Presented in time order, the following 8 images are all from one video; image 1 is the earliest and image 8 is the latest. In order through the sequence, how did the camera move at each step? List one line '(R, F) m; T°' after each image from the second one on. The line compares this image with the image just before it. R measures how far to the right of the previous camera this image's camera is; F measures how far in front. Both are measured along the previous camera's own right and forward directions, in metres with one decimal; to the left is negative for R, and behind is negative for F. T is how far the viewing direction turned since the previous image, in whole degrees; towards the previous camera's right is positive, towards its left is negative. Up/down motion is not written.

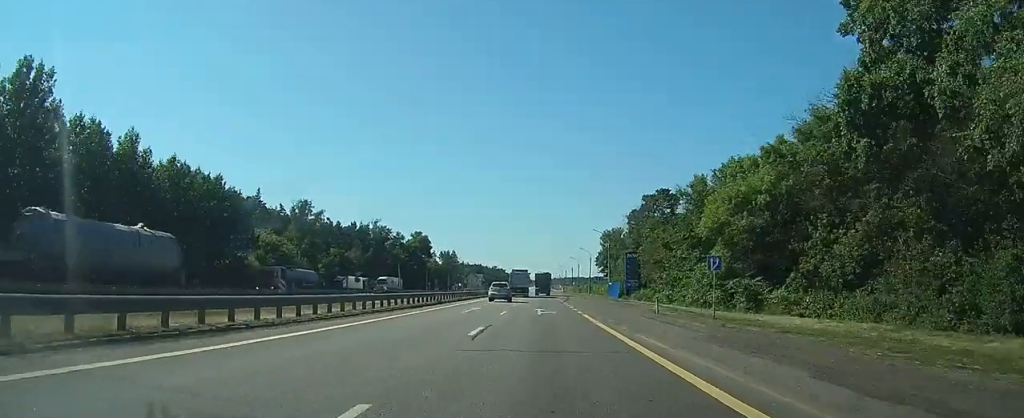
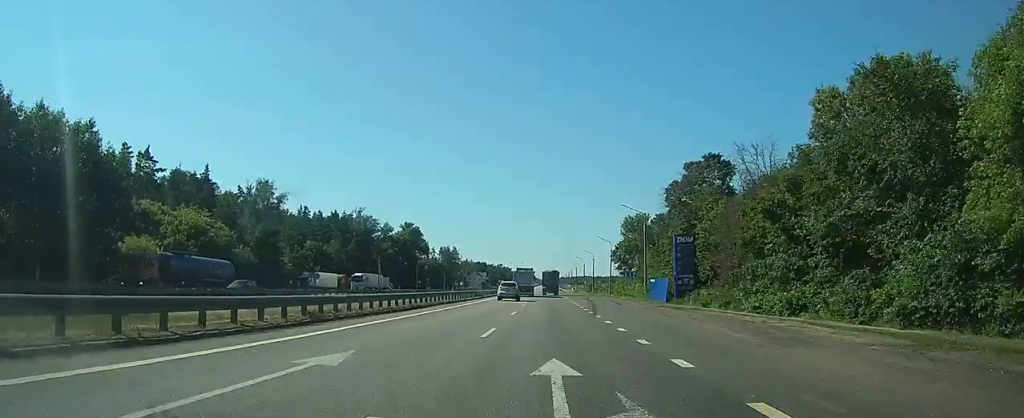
(0.0, +25.0) m; -1°
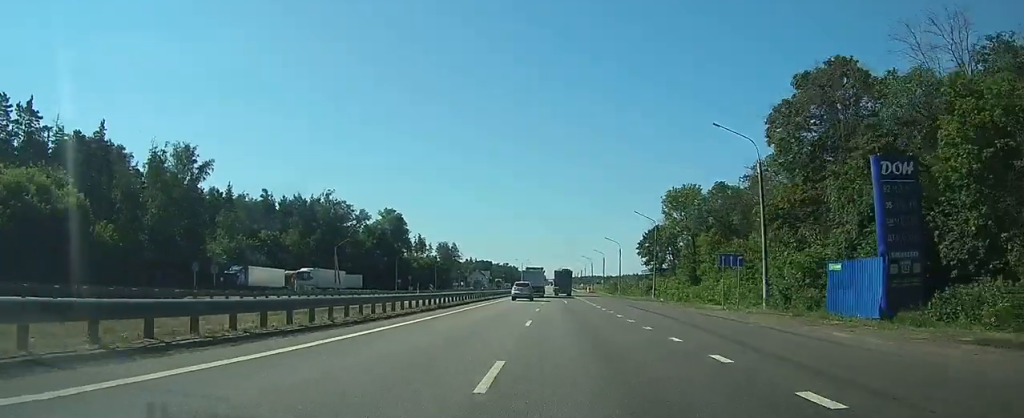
(-0.4, +32.9) m; -1°
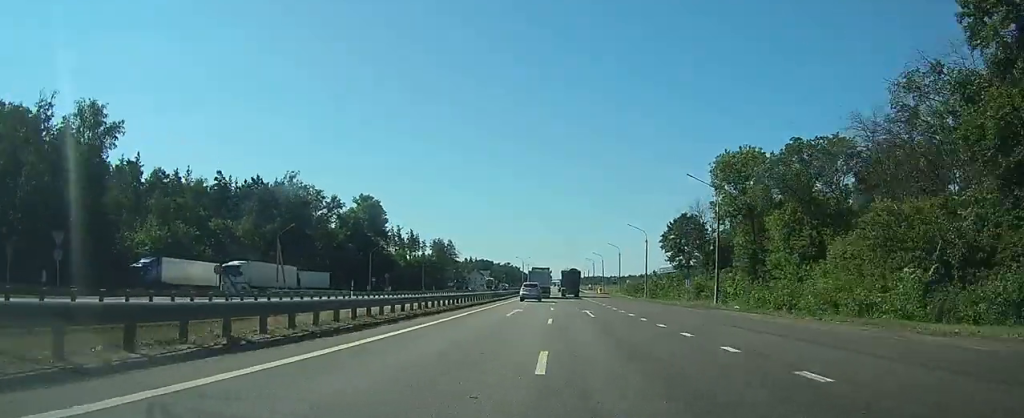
(0.0, +23.8) m; 0°
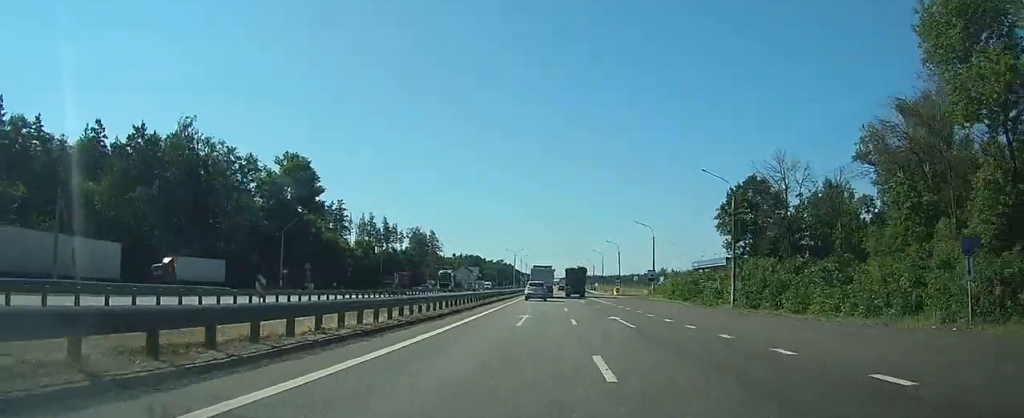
(0.0, +37.8) m; 0°
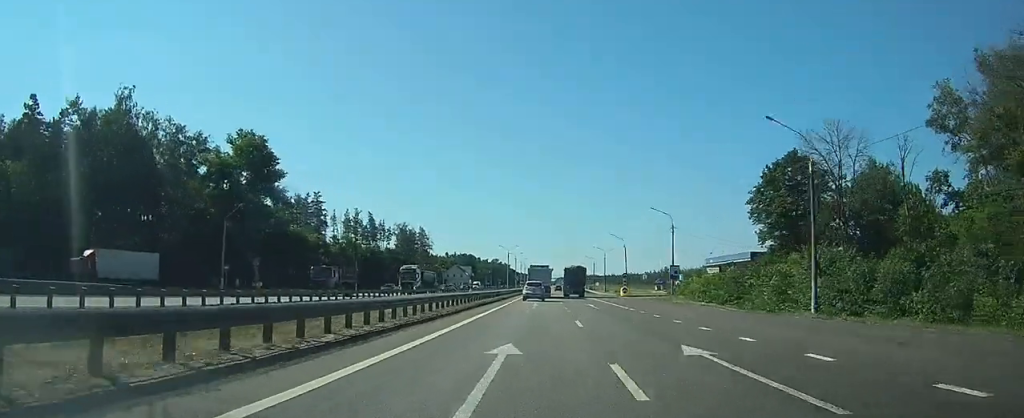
(-0.1, +12.7) m; 0°
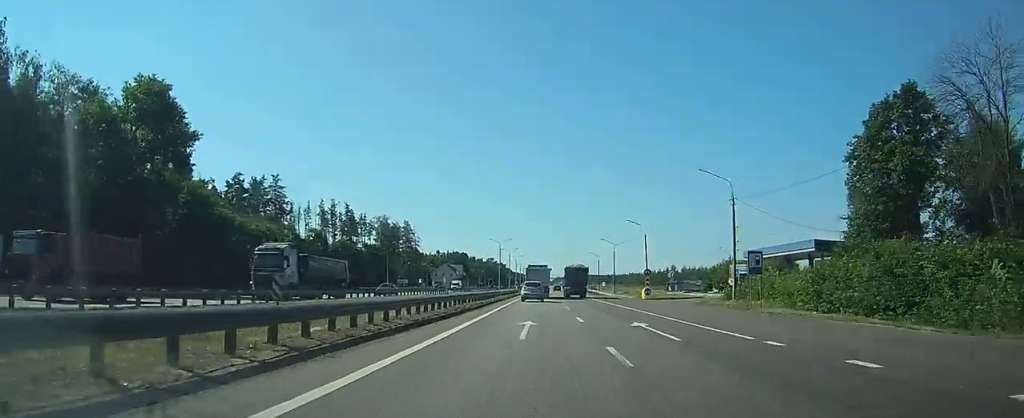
(0.0, +20.1) m; 0°
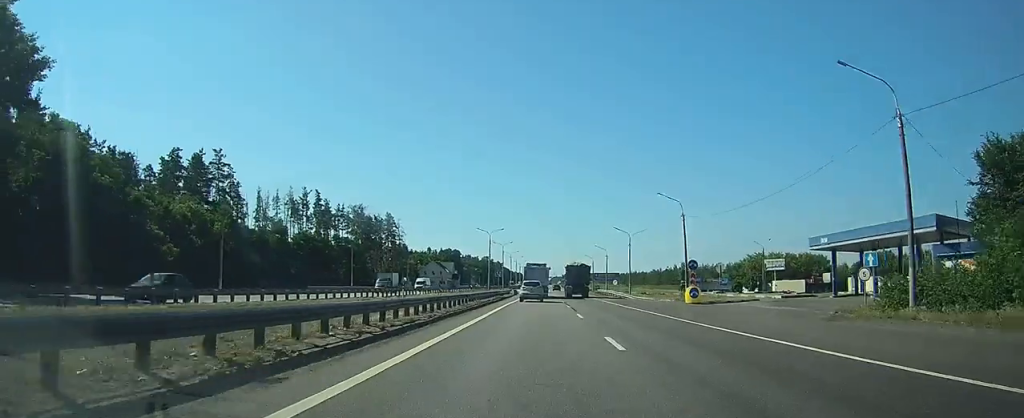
(+0.1, +20.9) m; +1°
